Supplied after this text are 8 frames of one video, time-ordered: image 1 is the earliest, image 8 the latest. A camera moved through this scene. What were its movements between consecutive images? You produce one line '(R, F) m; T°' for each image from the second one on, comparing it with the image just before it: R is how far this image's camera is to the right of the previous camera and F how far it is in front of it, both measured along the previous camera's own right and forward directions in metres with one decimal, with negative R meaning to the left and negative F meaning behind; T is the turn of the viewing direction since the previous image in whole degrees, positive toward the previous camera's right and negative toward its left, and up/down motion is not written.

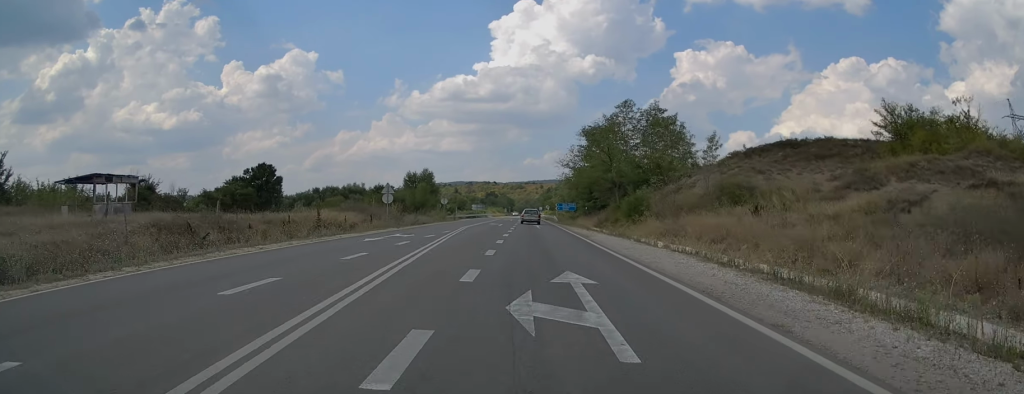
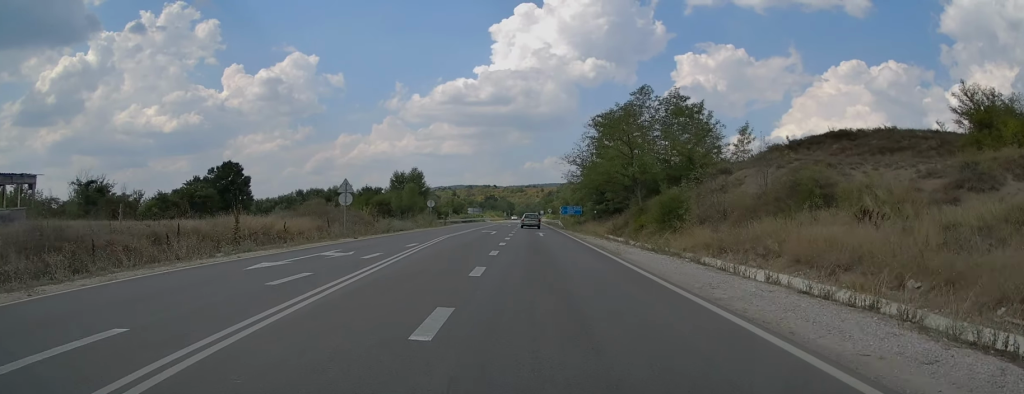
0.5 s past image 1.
(0.0, +10.3) m; 0°
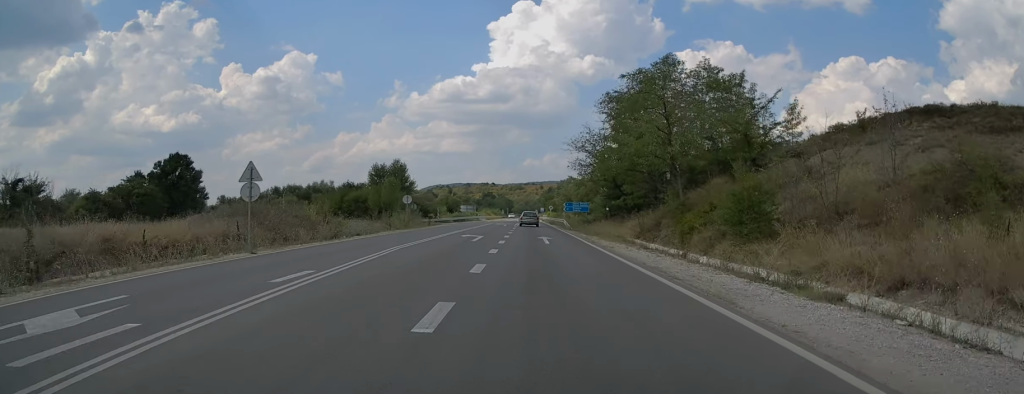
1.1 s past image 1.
(+0.3, +11.8) m; 0°
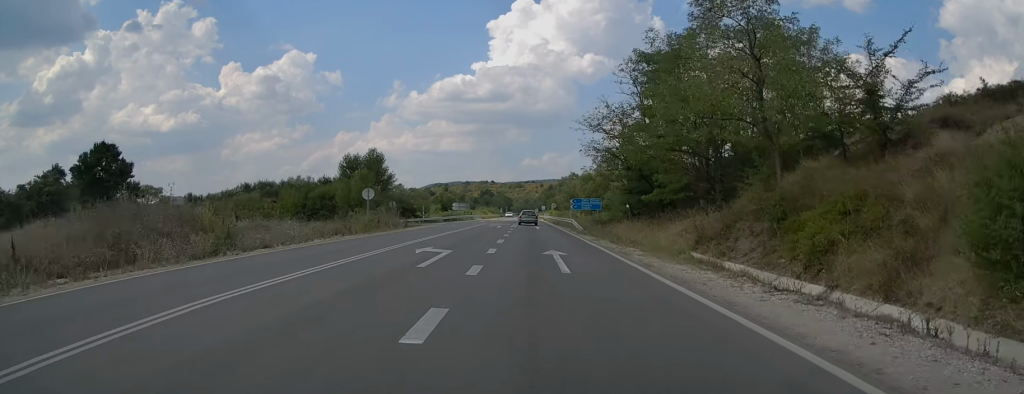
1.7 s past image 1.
(-0.1, +12.4) m; 0°
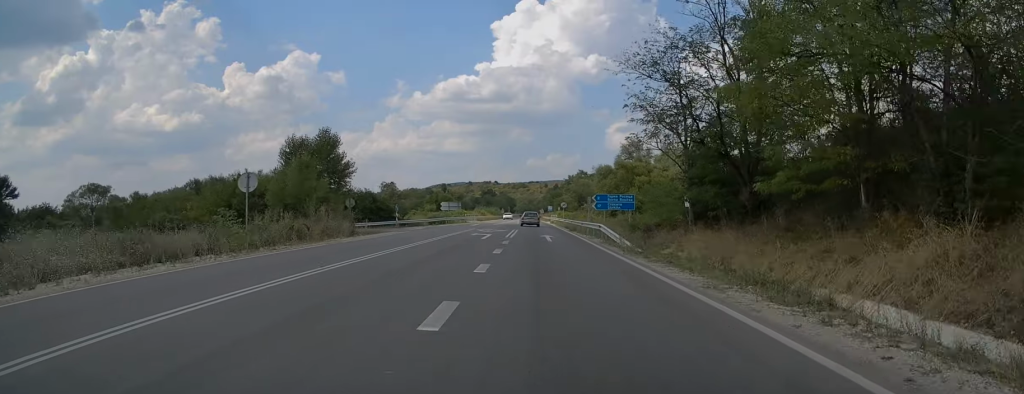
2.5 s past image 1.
(-0.3, +17.2) m; 0°
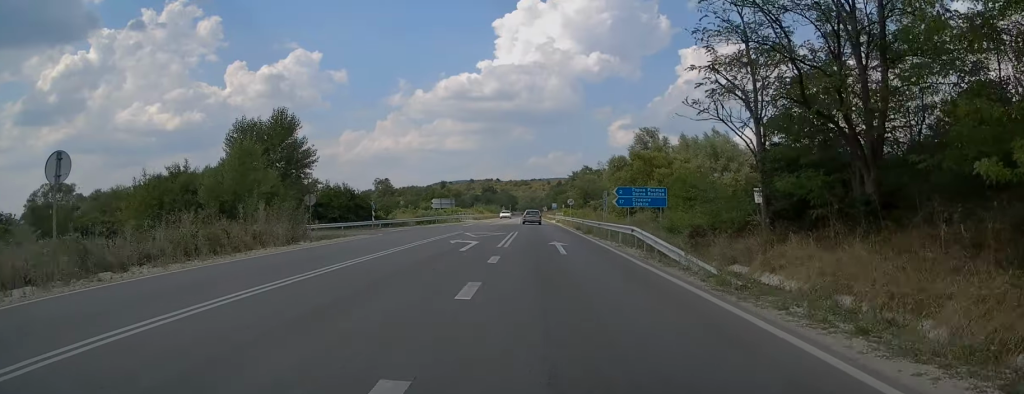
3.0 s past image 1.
(+0.2, +9.7) m; 0°
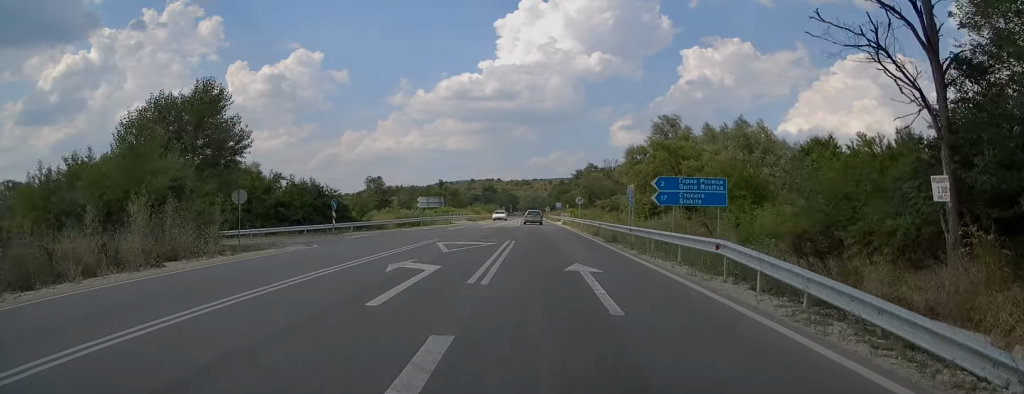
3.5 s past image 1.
(+0.1, +10.4) m; 0°
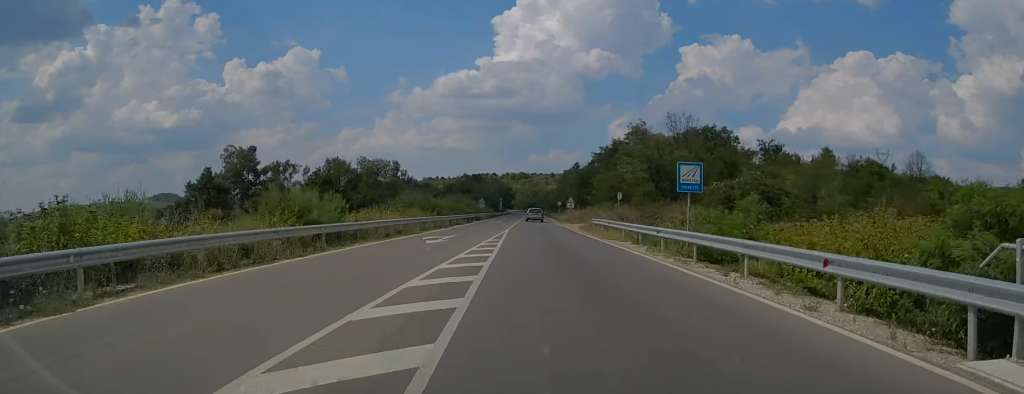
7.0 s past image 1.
(-0.9, +75.1) m; 0°
